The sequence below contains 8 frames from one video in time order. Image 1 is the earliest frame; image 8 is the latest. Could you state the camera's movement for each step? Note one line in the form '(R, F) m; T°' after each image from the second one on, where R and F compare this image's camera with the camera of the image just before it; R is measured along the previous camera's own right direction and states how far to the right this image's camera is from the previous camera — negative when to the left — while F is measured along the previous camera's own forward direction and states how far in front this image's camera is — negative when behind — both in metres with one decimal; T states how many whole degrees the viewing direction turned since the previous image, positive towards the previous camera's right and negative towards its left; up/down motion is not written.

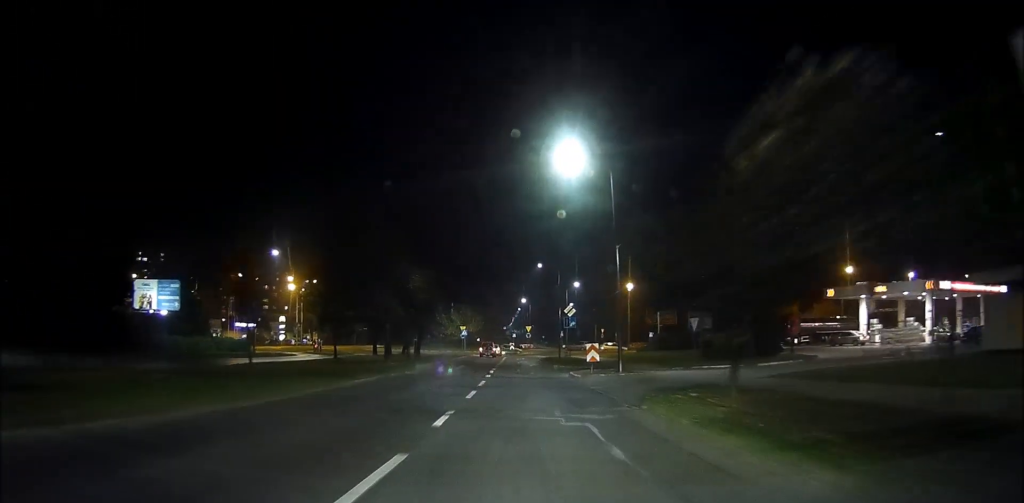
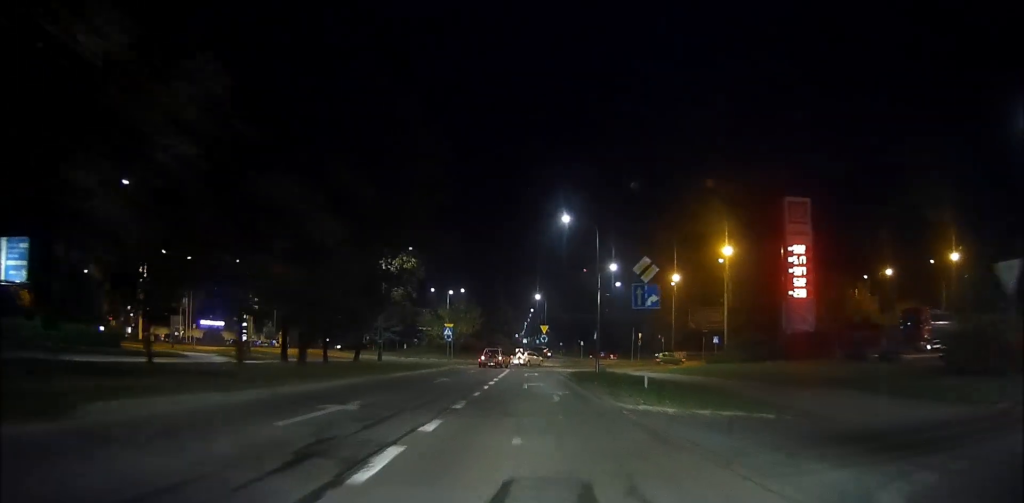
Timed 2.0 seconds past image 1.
(-0.1, +27.2) m; 0°
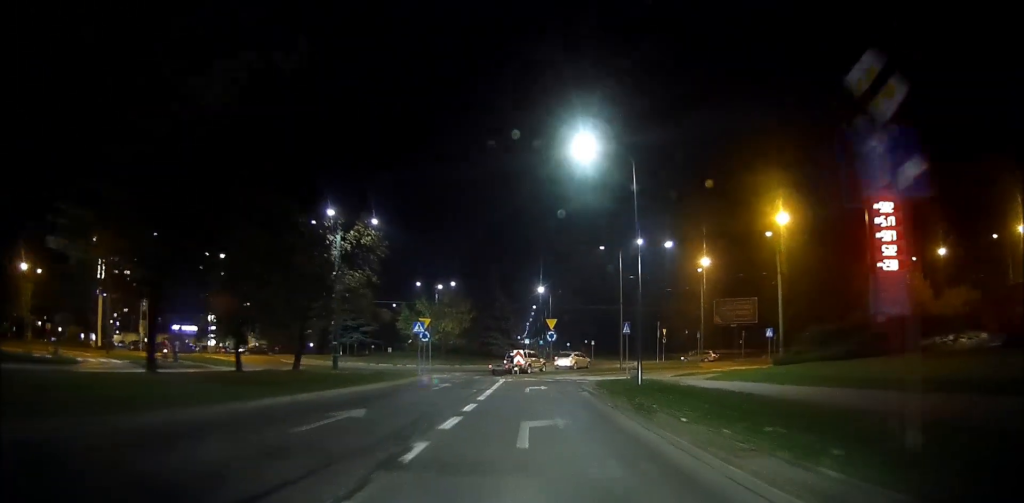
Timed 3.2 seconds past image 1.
(-0.1, +14.7) m; 0°
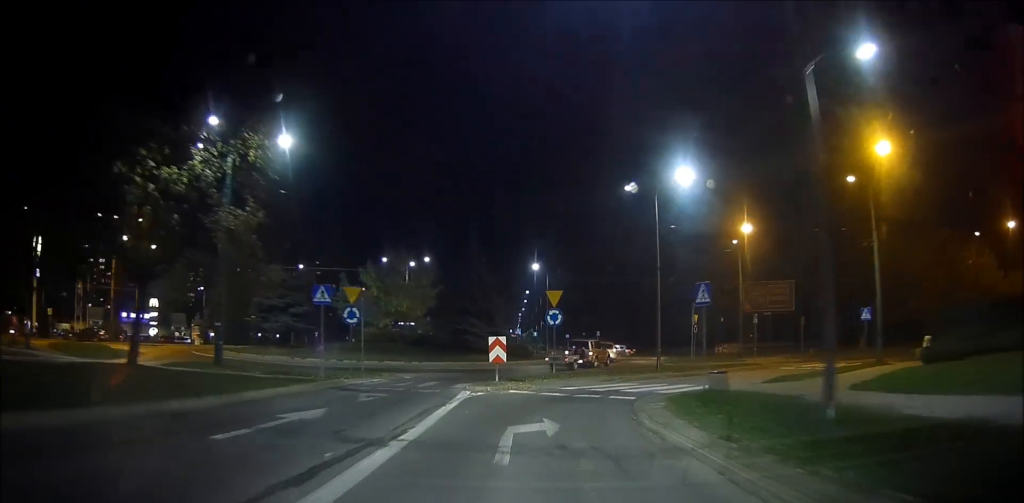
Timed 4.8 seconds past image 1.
(+0.3, +16.5) m; +1°
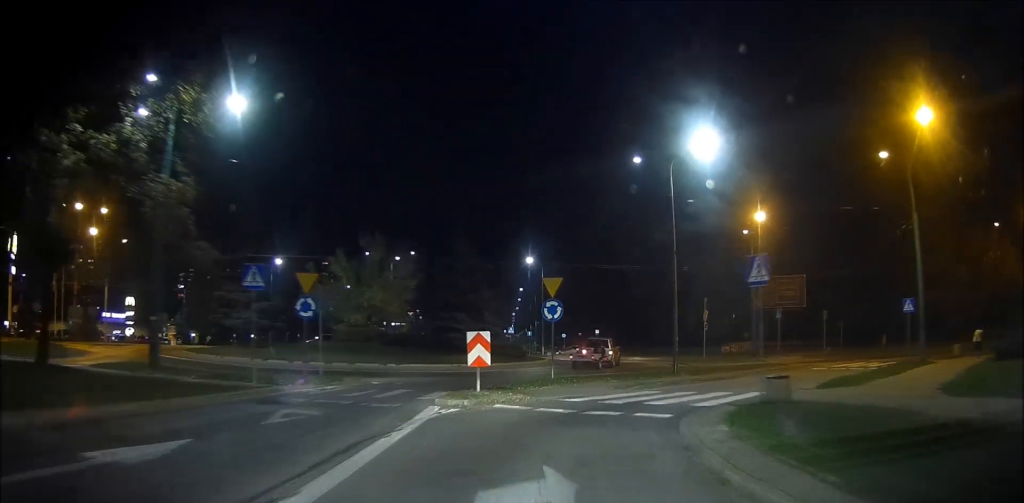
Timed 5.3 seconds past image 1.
(0.0, +5.2) m; 0°
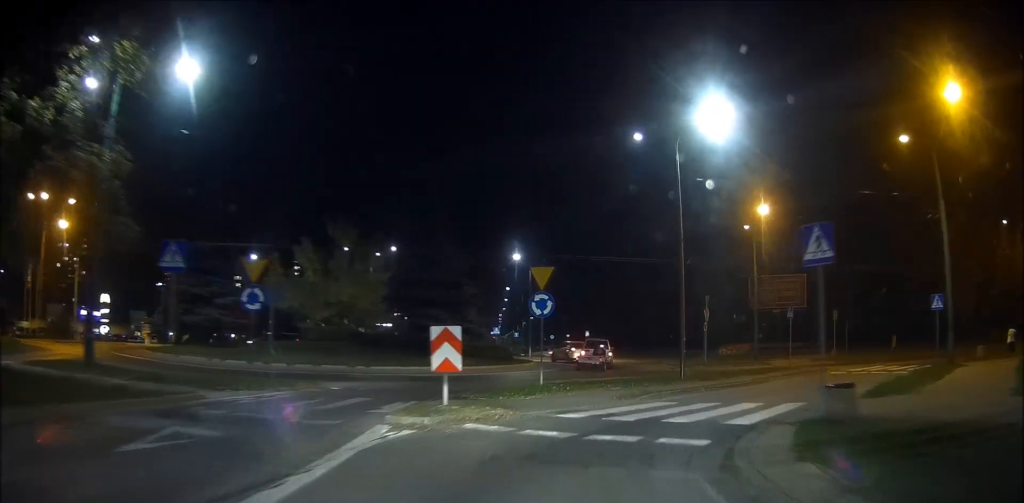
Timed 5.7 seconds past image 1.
(0.0, +3.6) m; +1°
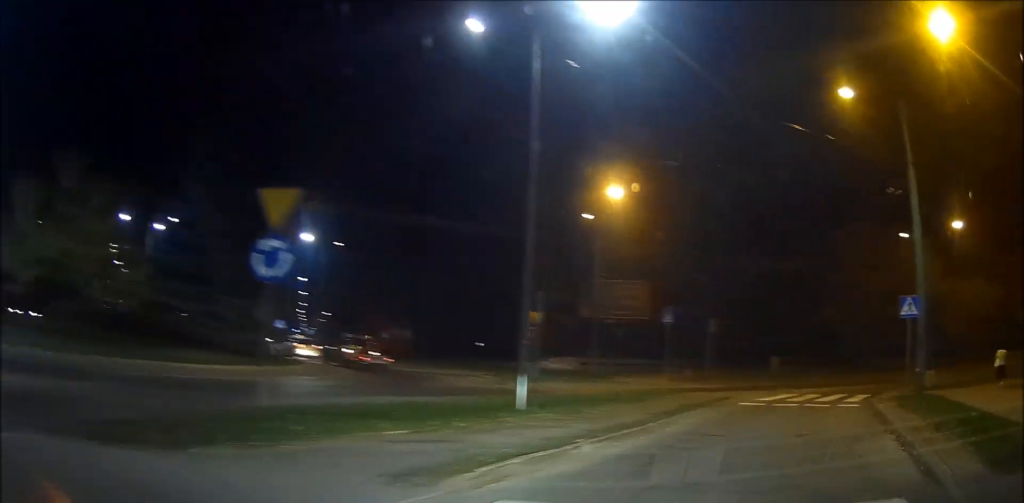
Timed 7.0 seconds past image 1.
(+0.5, +10.3) m; +14°
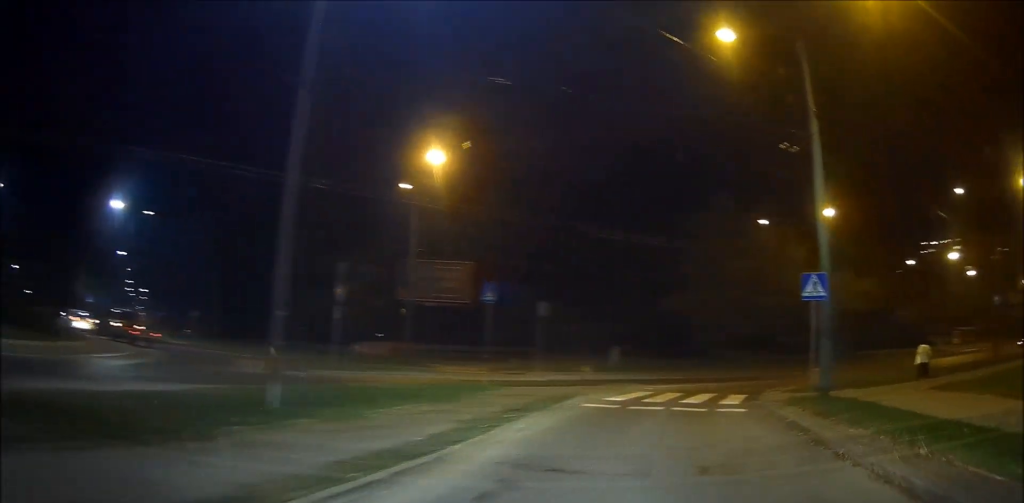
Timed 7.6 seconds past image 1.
(+0.2, +4.4) m; +11°
